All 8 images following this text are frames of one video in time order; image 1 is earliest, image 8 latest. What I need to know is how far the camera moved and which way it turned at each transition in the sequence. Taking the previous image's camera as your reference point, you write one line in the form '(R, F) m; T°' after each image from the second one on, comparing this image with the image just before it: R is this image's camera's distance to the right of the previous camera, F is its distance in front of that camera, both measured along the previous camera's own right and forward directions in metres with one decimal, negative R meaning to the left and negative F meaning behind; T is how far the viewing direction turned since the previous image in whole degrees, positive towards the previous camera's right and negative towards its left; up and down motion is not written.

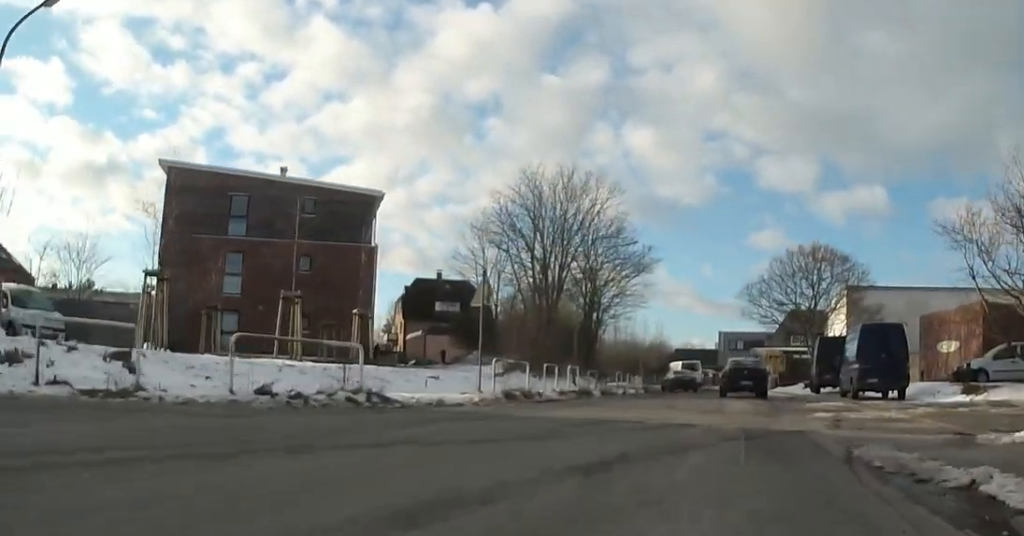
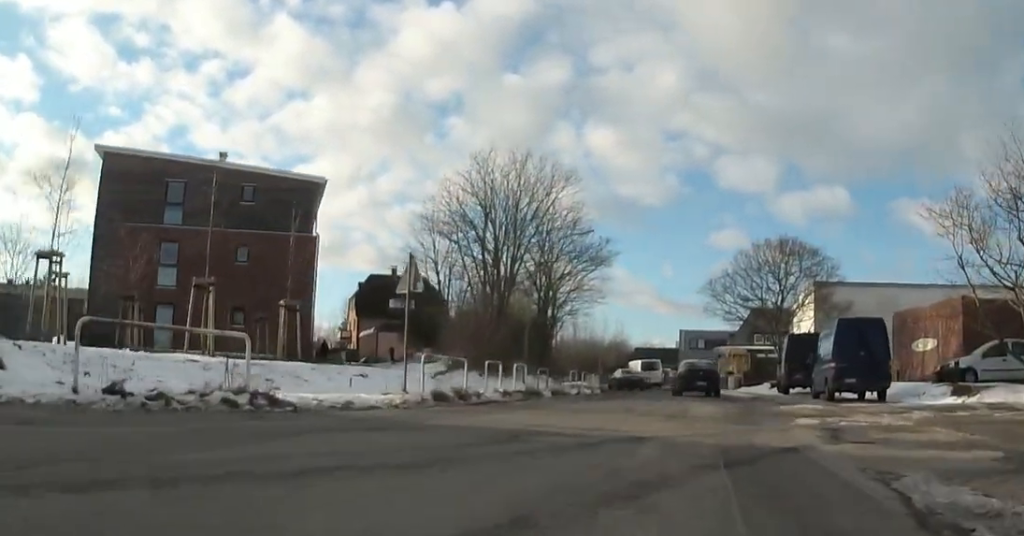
(-0.6, +2.6) m; 0°
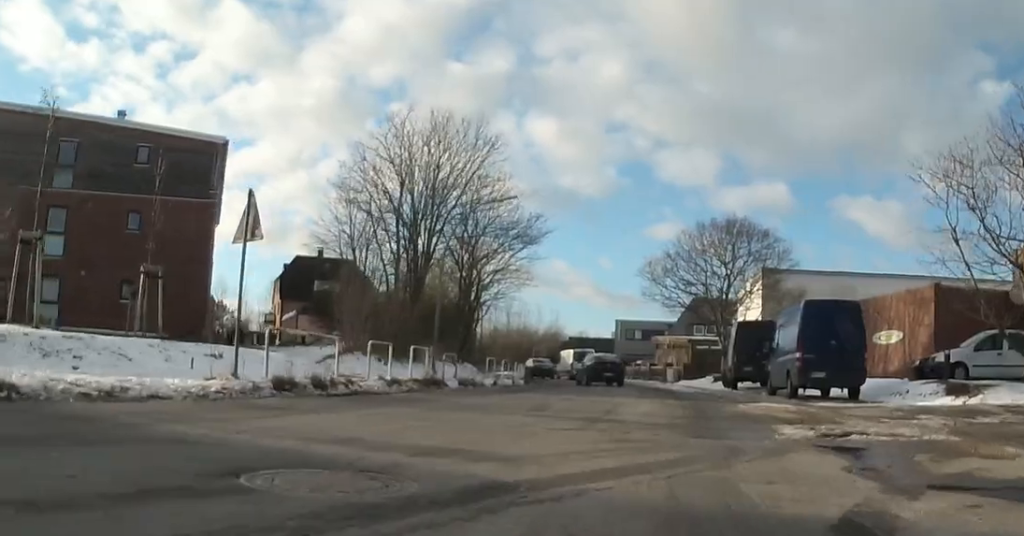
(+0.4, +4.3) m; +1°
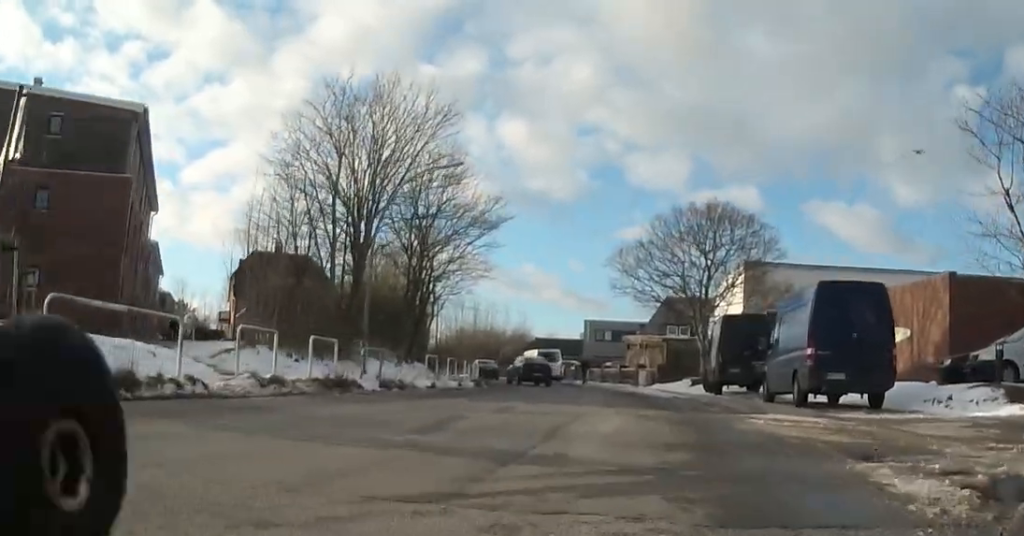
(+0.5, +4.6) m; 0°
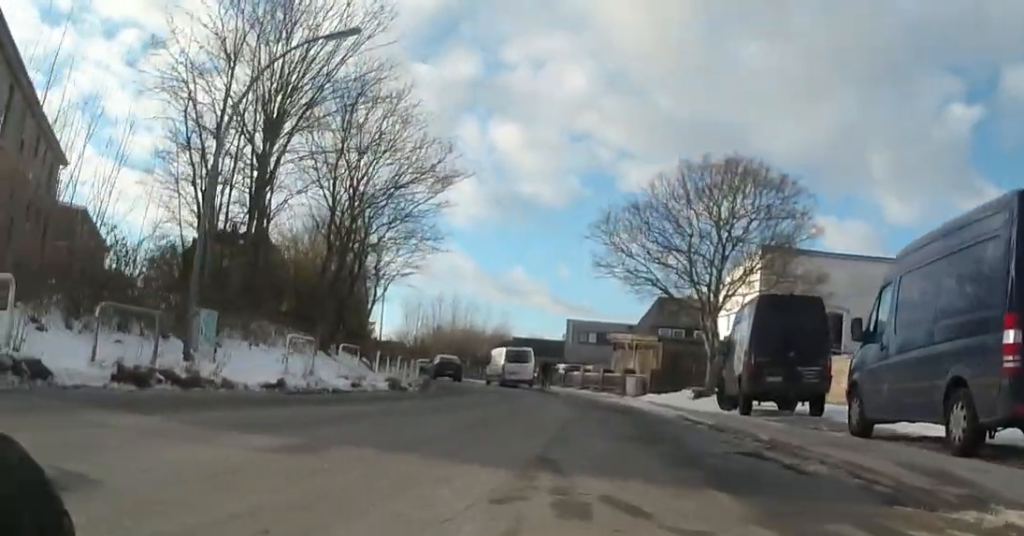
(-0.4, +9.4) m; +7°
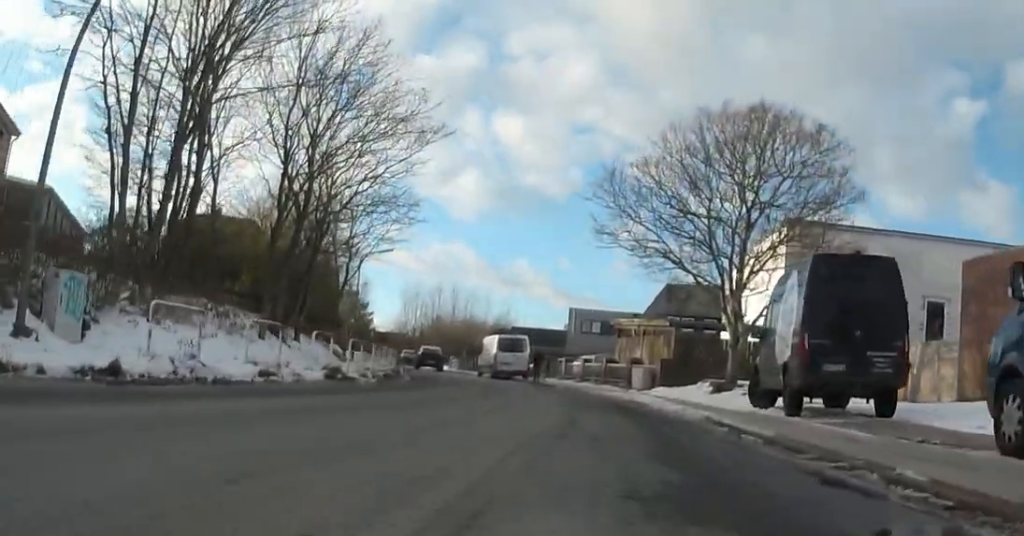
(+0.4, +5.1) m; +5°
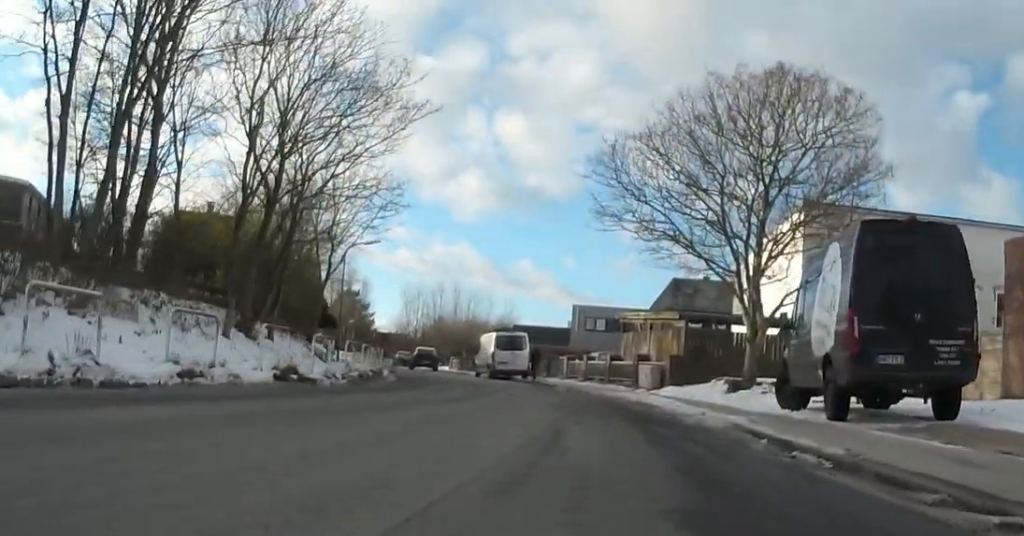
(+0.1, +2.9) m; +2°
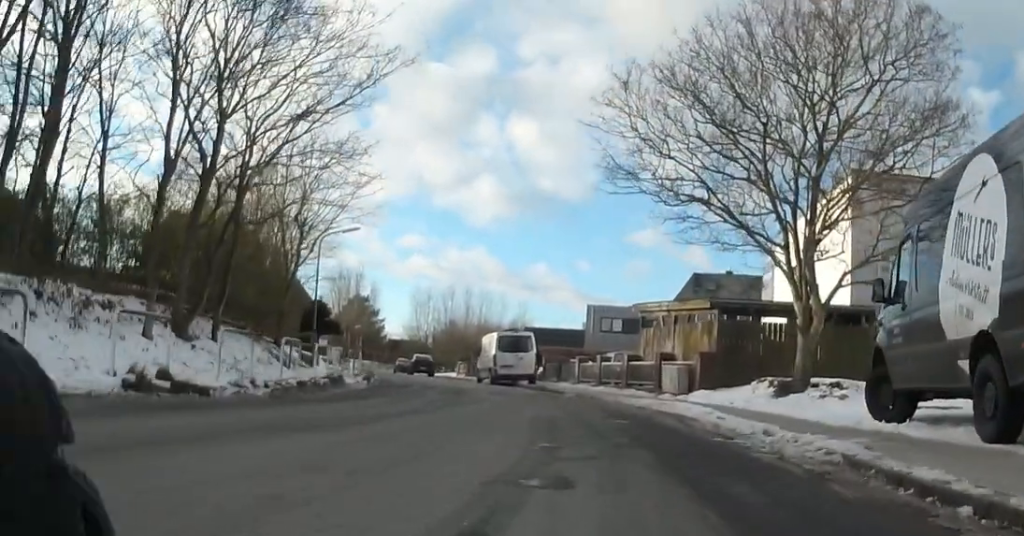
(0.0, +5.0) m; 0°
